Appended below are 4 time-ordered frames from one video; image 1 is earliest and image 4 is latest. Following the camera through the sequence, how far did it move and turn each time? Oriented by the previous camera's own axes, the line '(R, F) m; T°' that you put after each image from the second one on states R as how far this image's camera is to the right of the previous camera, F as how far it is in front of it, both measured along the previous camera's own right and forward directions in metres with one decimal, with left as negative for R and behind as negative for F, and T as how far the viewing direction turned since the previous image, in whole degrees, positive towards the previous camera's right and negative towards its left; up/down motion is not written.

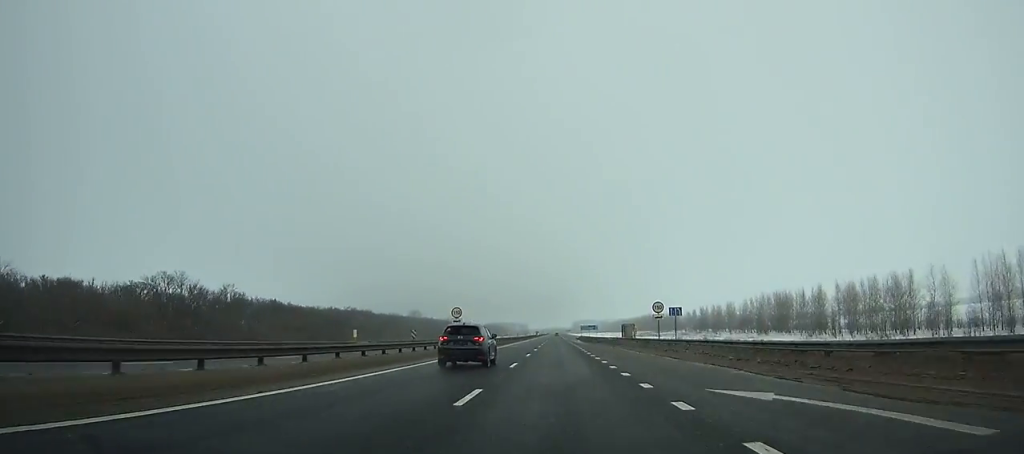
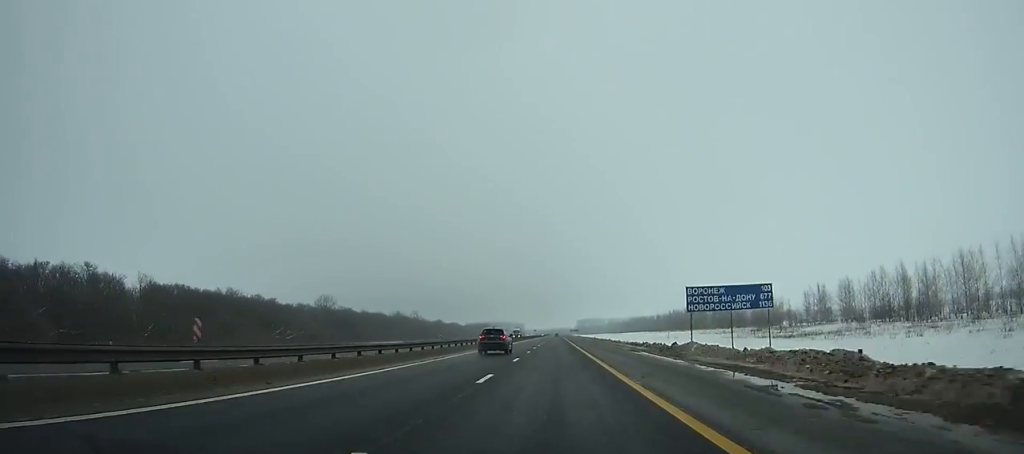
(-0.2, +140.0) m; 0°
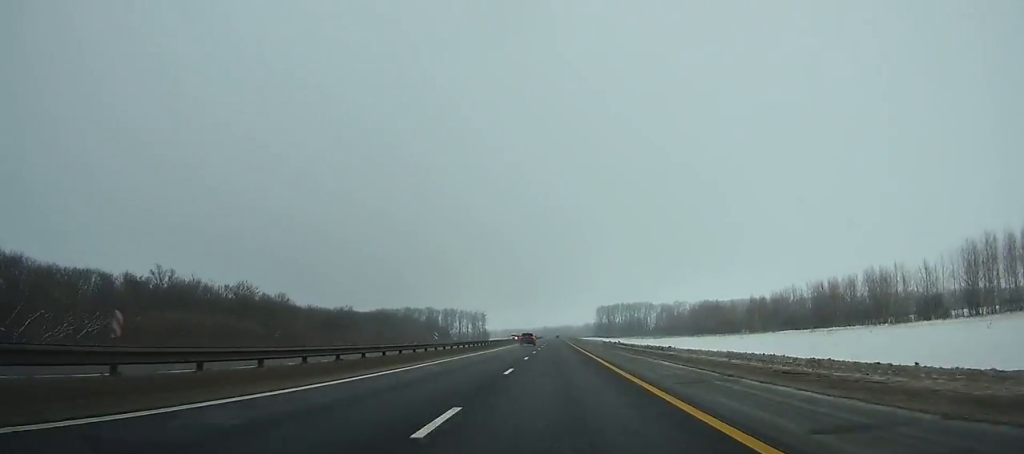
(+0.9, +408.5) m; 0°
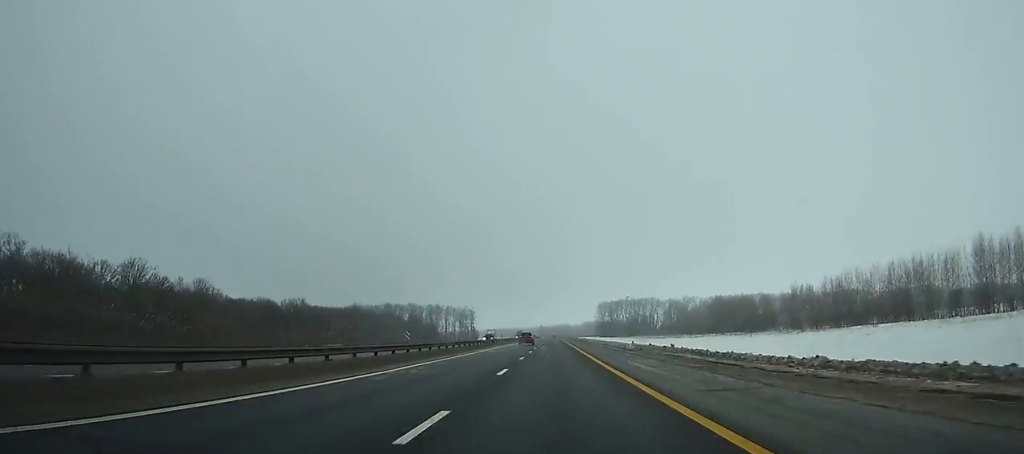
(0.0, +36.8) m; 0°
